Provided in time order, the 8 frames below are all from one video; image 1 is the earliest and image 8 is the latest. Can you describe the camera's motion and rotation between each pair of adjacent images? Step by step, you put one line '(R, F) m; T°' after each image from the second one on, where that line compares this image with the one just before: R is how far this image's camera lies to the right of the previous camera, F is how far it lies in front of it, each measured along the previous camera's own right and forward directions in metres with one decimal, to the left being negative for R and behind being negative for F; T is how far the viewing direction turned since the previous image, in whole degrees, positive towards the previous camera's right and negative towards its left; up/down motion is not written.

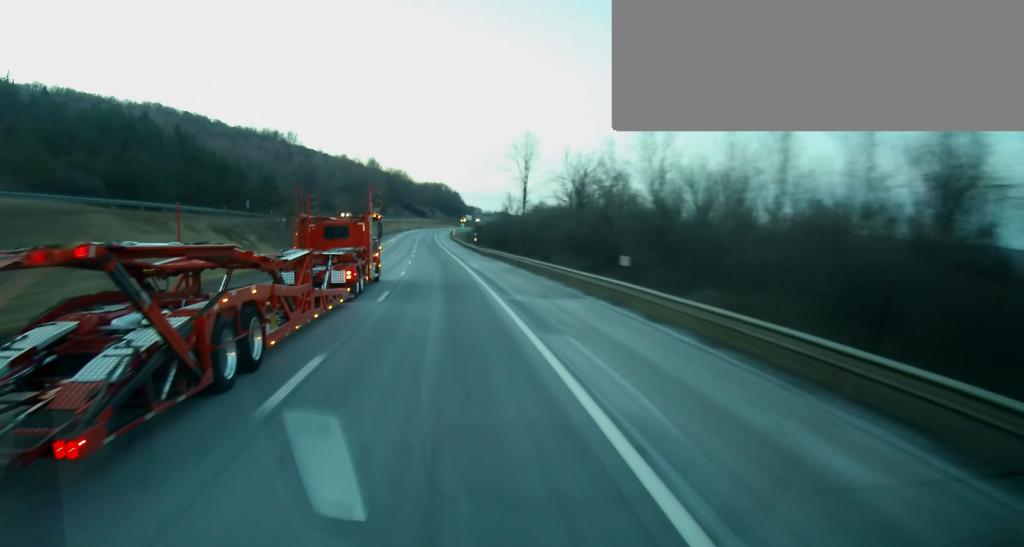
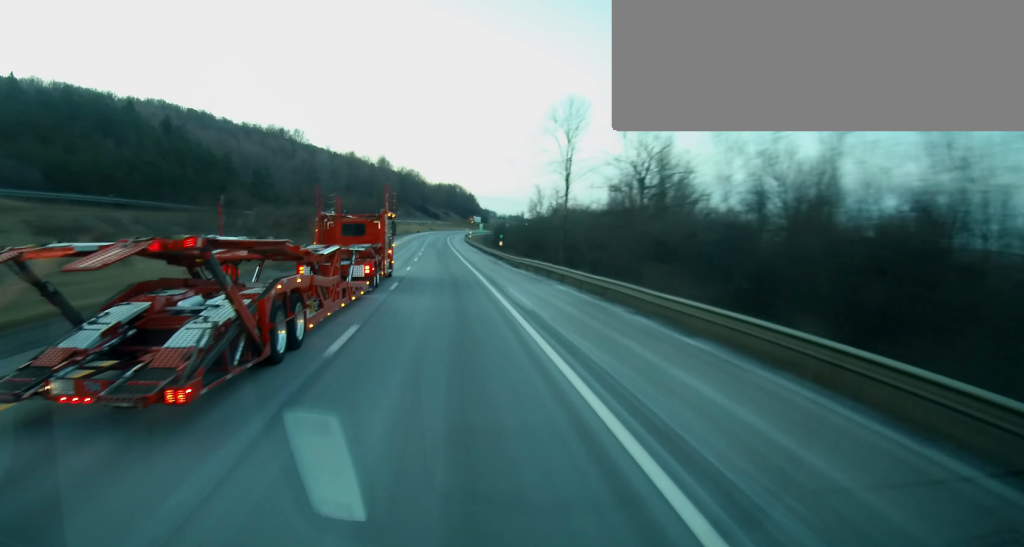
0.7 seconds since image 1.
(-0.3, +21.3) m; -1°
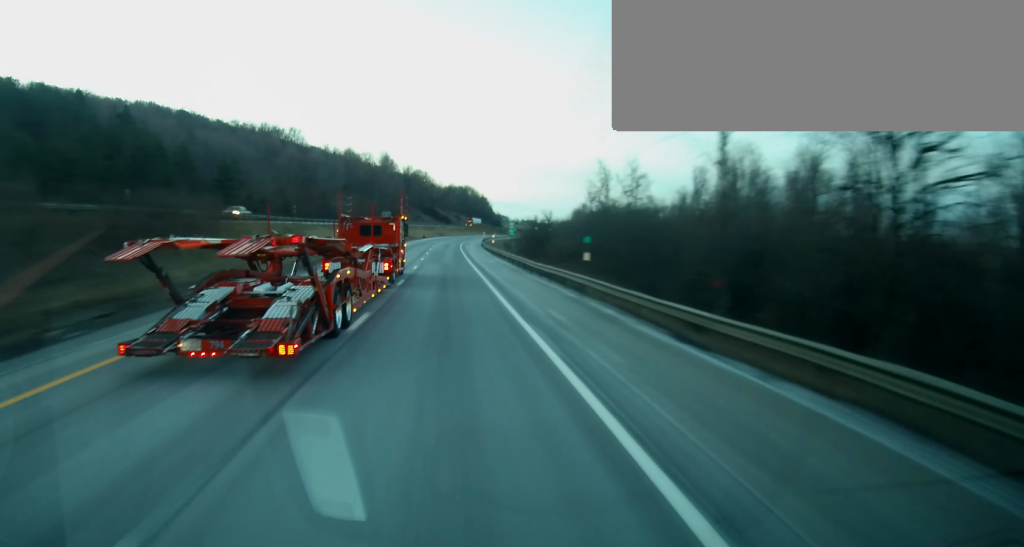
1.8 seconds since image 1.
(-0.6, +34.5) m; -2°
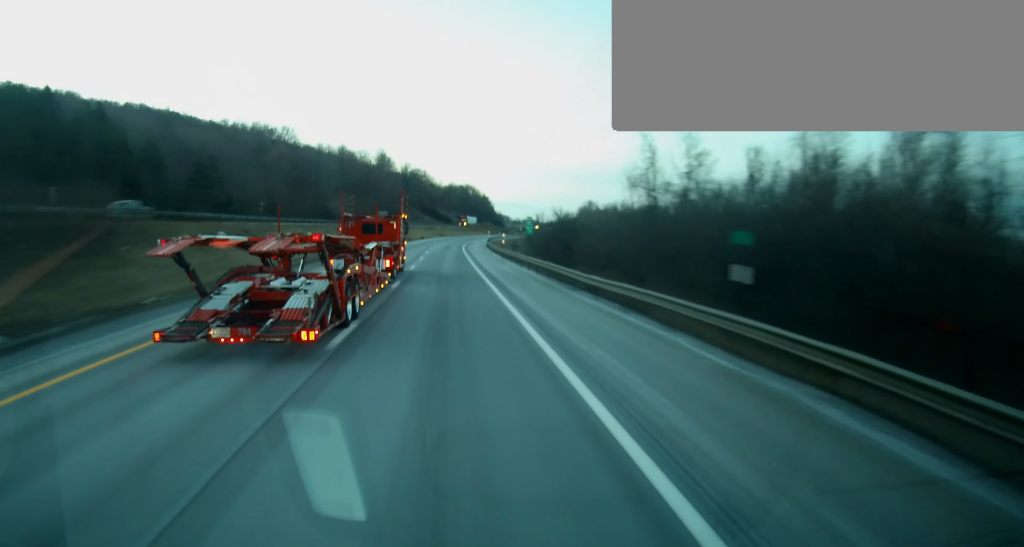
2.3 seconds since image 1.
(-0.1, +14.1) m; 0°
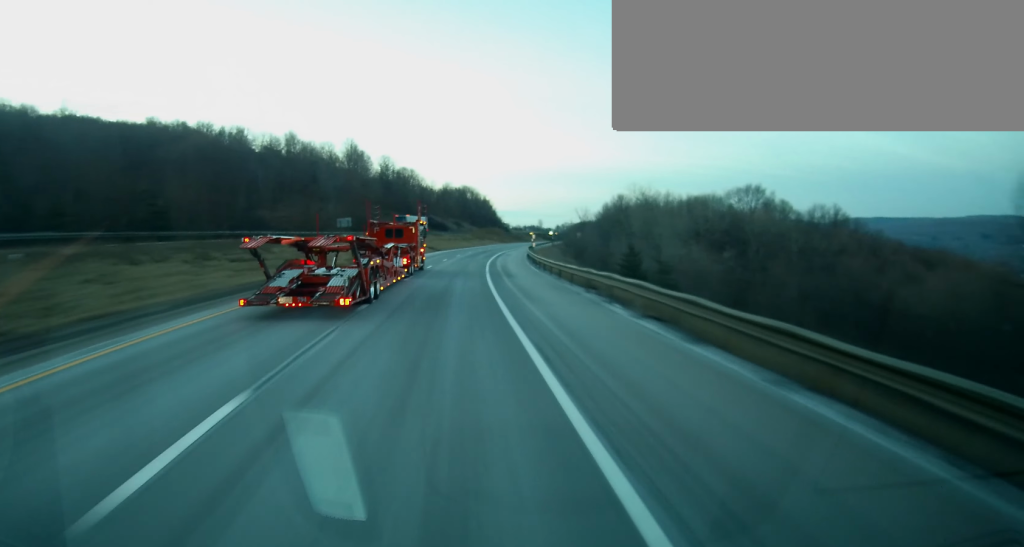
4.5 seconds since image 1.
(-0.2, +66.9) m; 0°
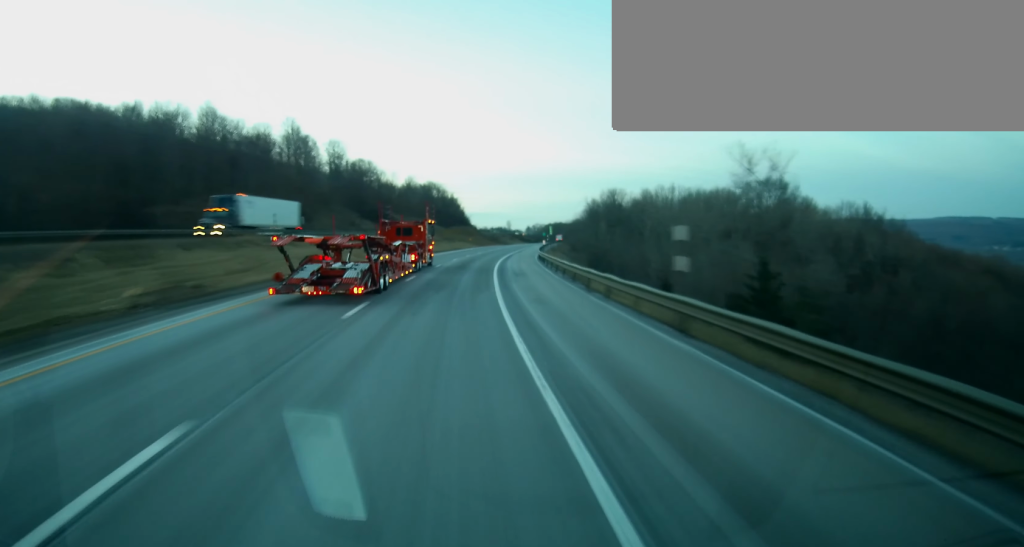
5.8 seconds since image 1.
(+0.2, +37.7) m; +2°
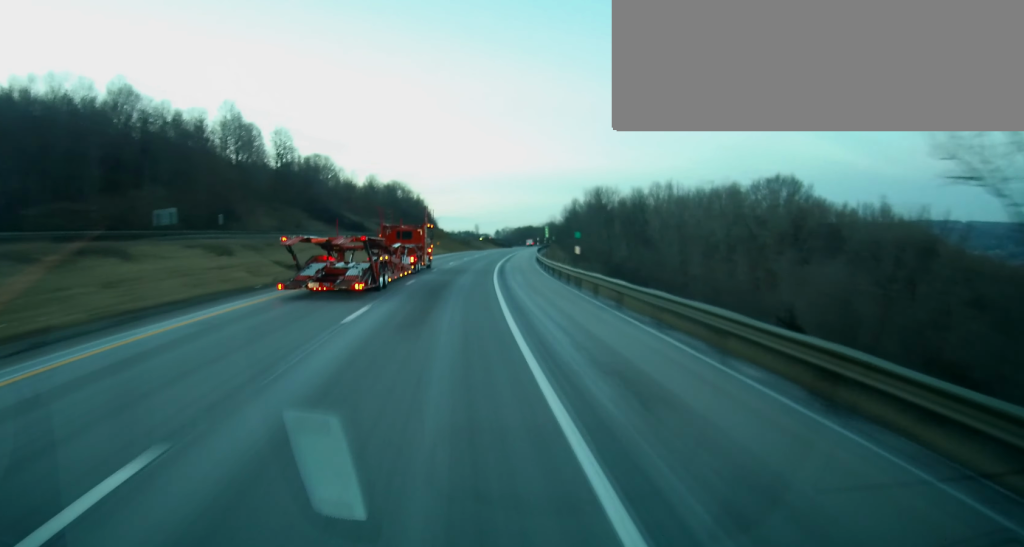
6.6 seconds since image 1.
(+0.4, +24.6) m; +2°
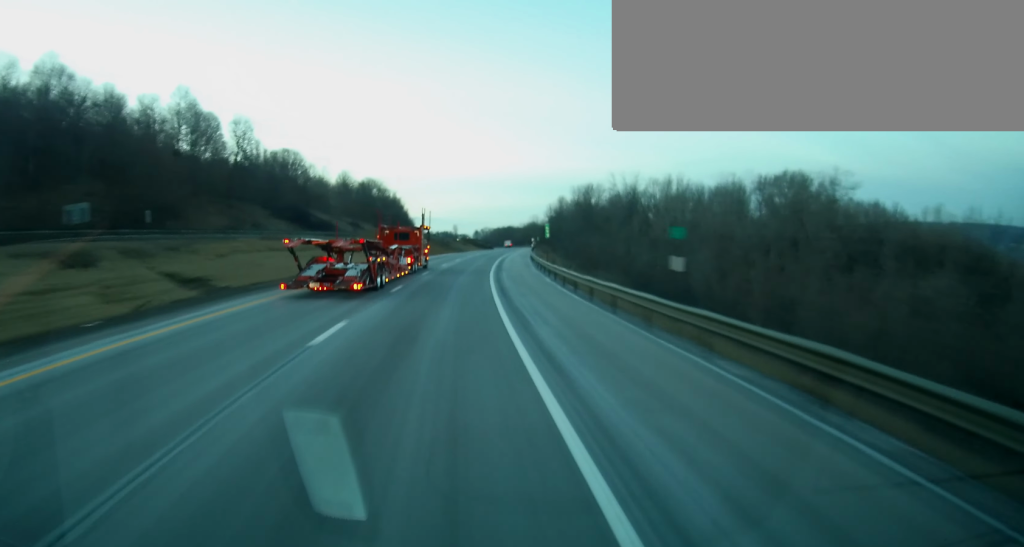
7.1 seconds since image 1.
(+0.1, +14.8) m; +1°
